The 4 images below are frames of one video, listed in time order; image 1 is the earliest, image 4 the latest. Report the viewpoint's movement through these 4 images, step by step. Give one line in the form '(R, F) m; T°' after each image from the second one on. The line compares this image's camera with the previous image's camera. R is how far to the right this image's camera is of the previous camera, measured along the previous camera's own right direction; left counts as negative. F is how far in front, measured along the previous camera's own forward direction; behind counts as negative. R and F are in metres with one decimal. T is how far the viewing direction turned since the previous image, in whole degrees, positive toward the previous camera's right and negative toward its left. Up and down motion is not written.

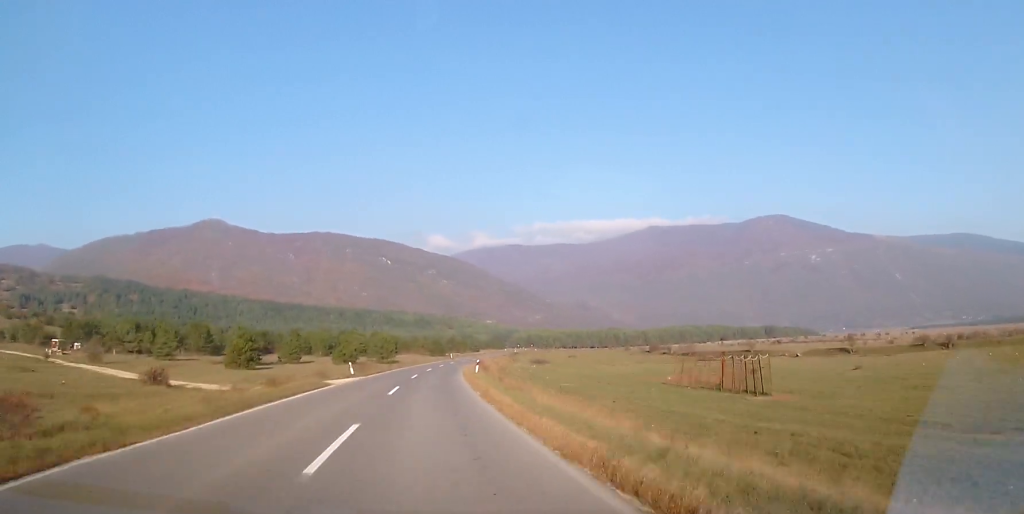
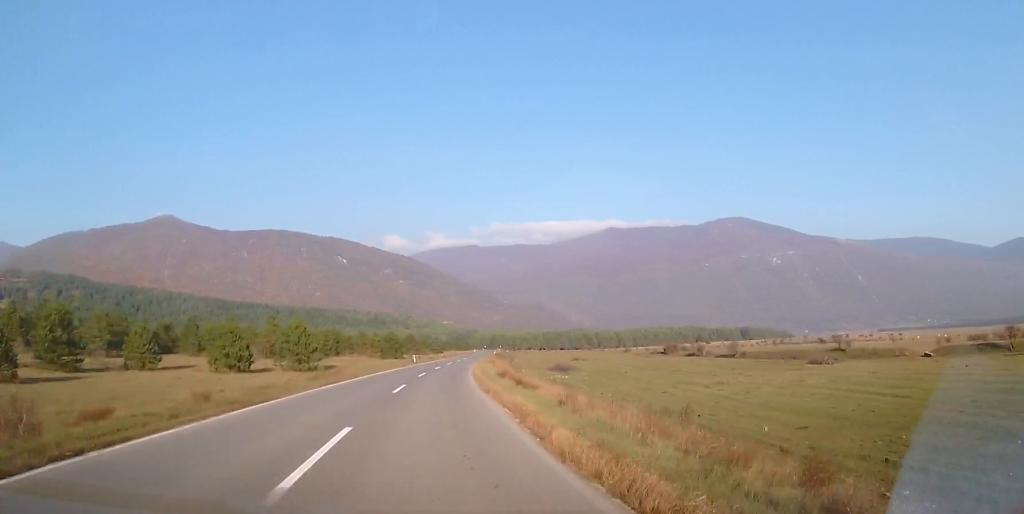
(+1.7, +46.2) m; +4°
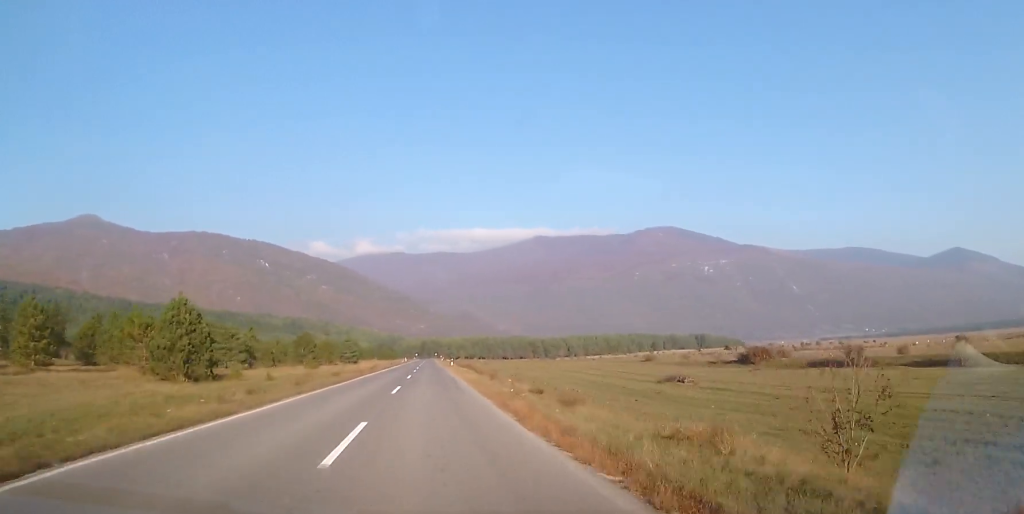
(+4.5, +72.7) m; +7°
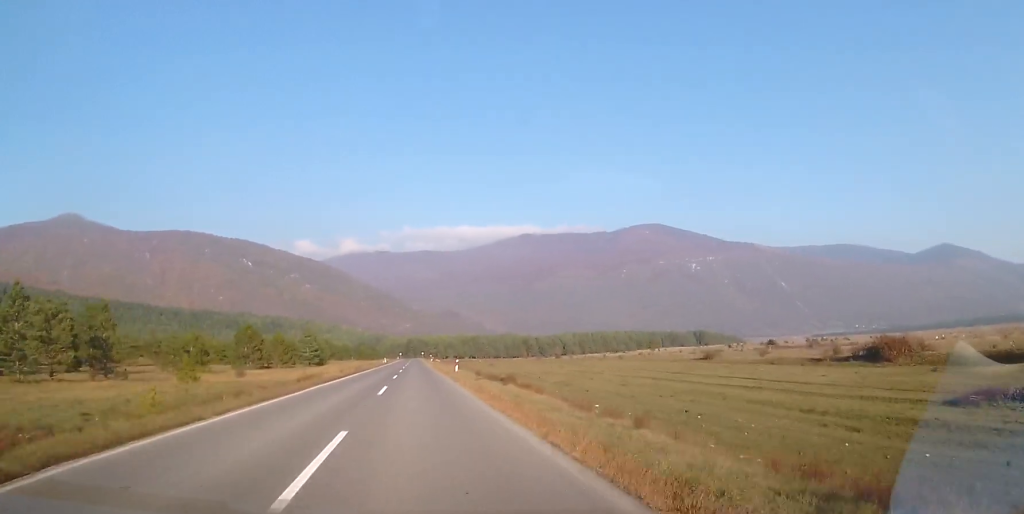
(+0.6, +31.7) m; +2°
